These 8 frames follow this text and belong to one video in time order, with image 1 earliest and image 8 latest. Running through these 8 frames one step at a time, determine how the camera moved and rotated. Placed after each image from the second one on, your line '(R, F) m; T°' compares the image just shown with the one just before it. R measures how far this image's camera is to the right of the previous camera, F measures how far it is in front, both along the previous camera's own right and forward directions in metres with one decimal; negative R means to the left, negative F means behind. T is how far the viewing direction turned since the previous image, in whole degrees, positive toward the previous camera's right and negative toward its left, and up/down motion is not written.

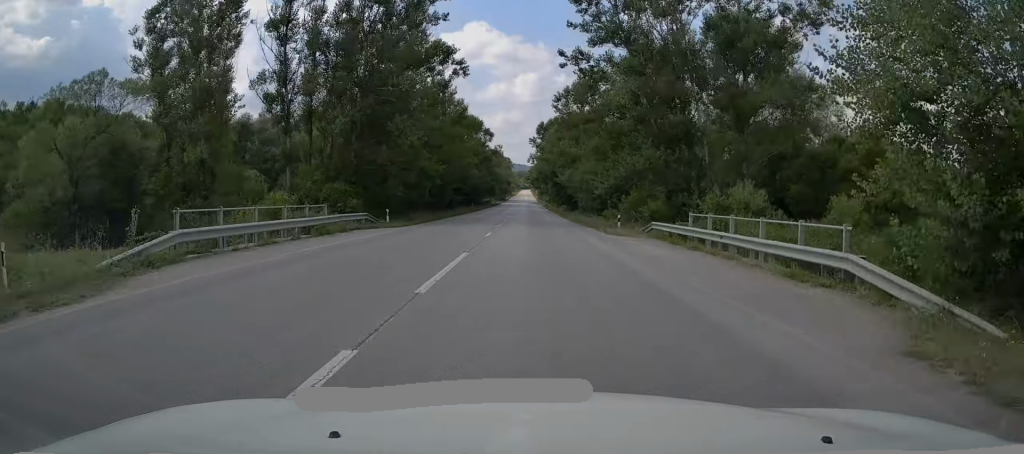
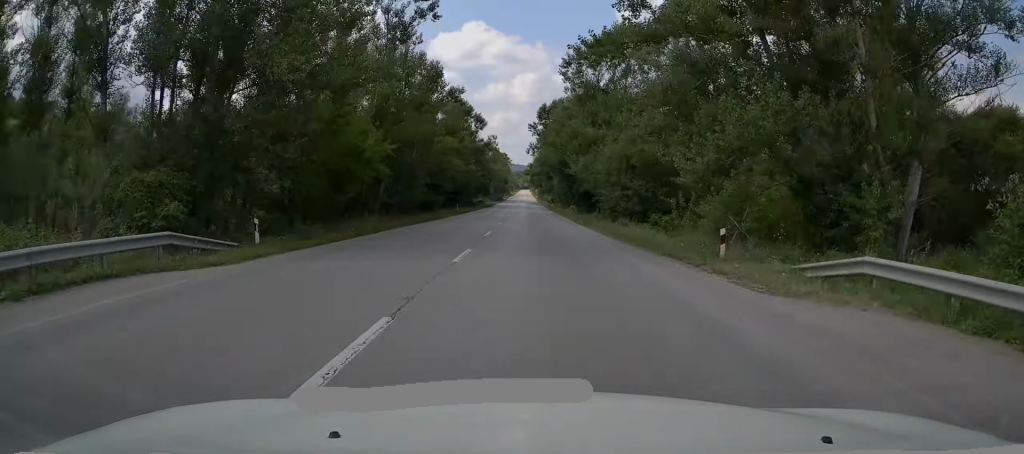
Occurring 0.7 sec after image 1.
(+0.2, +16.8) m; 0°
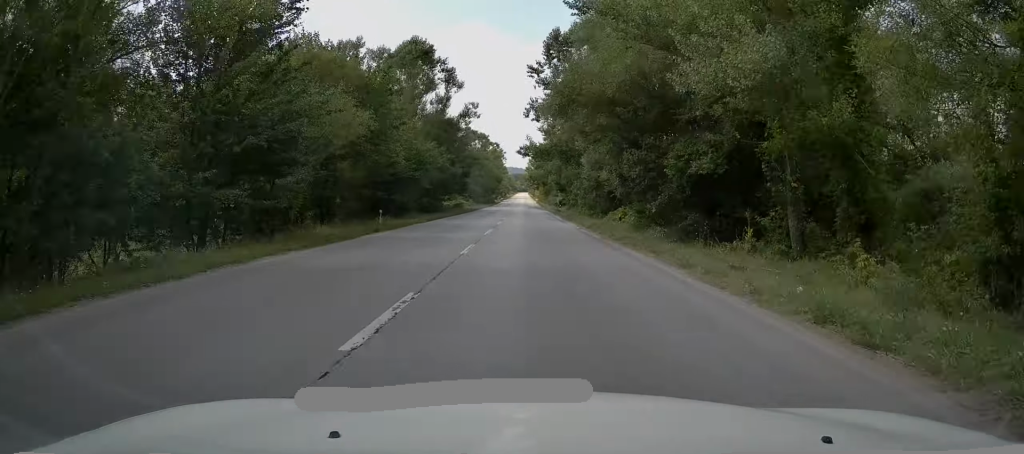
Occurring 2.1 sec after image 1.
(-0.2, +33.6) m; 0°
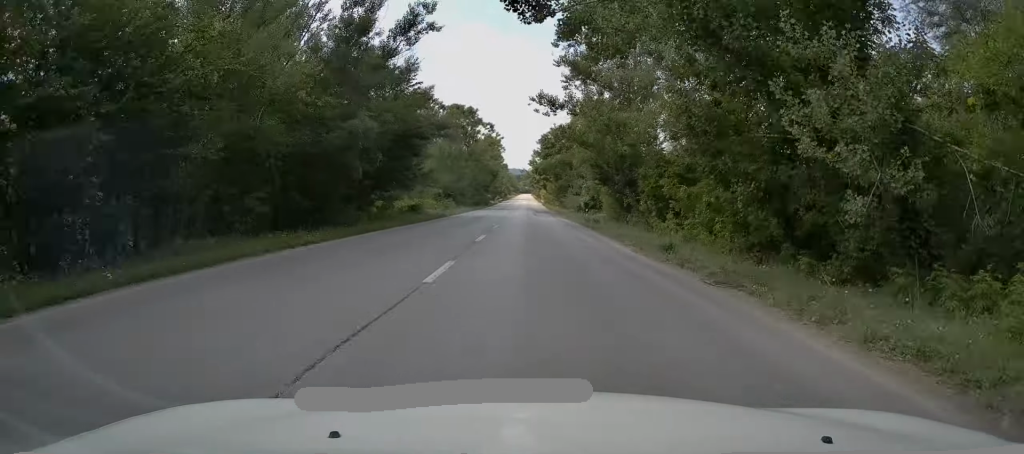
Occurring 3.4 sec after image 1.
(+0.1, +31.7) m; -1°
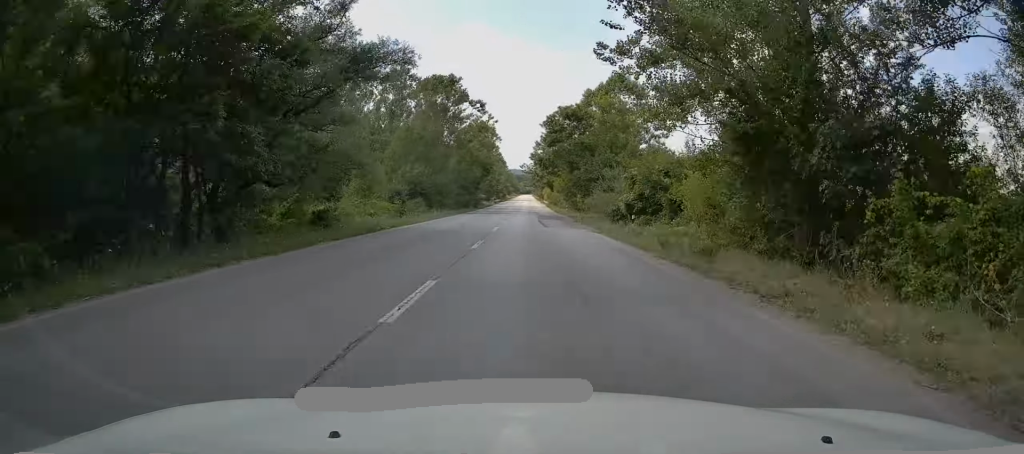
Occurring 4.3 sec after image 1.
(-0.3, +20.6) m; 0°
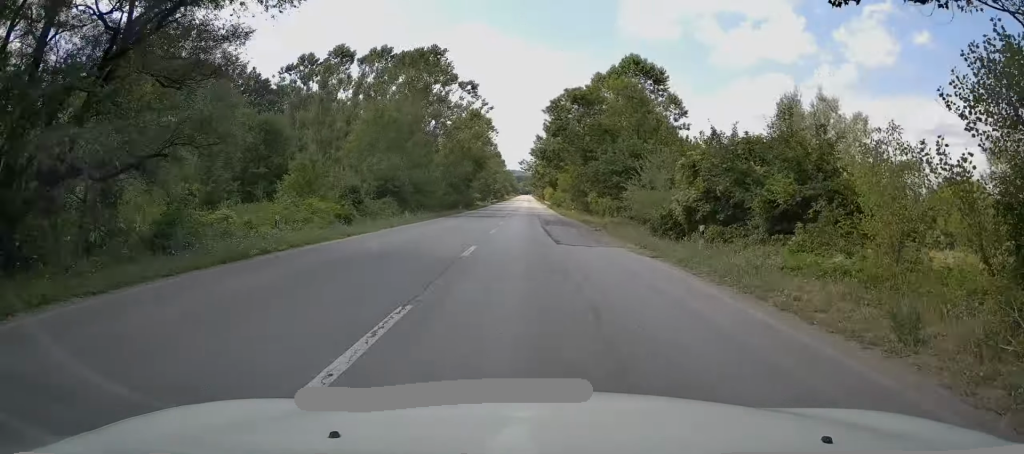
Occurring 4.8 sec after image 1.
(0.0, +11.1) m; +1°
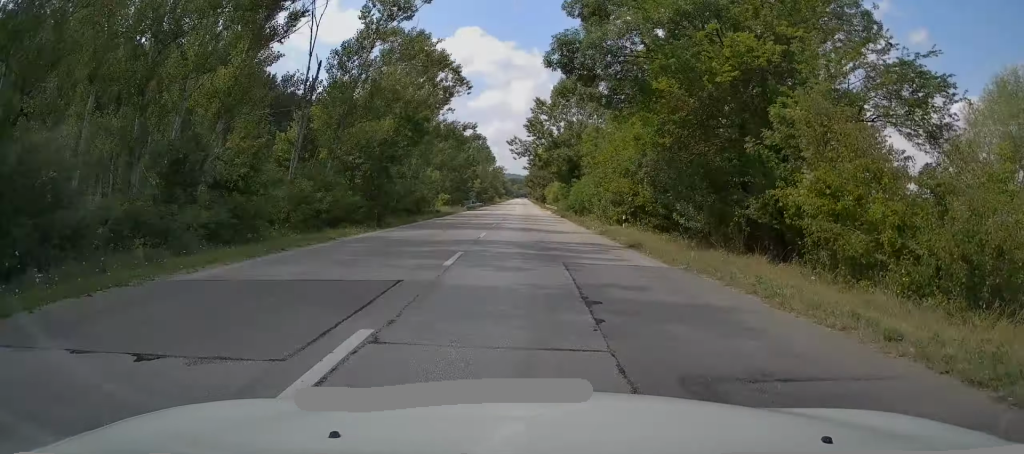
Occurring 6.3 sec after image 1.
(+0.4, +37.1) m; 0°
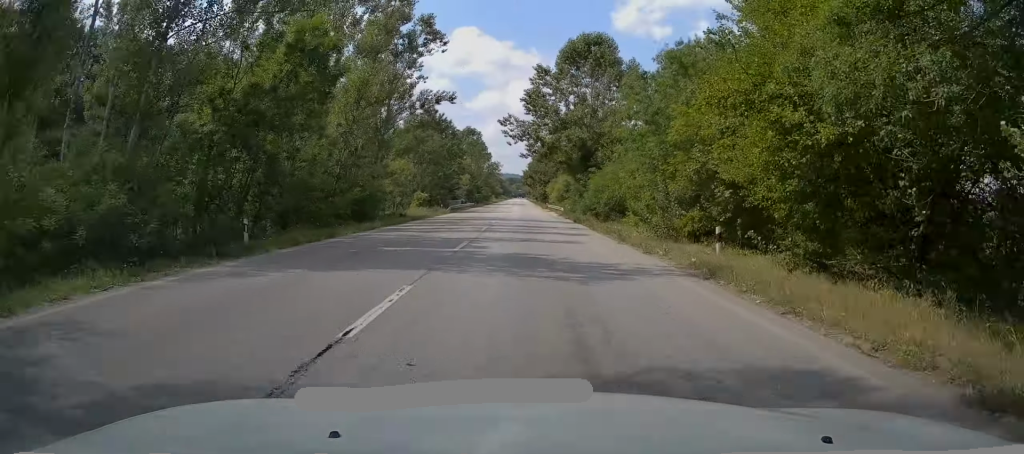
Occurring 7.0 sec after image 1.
(-0.2, +15.0) m; 0°
